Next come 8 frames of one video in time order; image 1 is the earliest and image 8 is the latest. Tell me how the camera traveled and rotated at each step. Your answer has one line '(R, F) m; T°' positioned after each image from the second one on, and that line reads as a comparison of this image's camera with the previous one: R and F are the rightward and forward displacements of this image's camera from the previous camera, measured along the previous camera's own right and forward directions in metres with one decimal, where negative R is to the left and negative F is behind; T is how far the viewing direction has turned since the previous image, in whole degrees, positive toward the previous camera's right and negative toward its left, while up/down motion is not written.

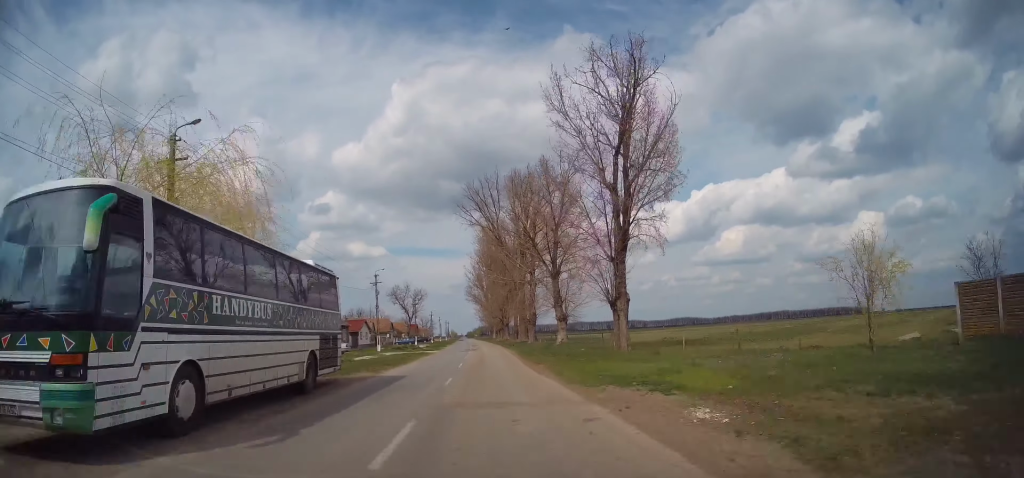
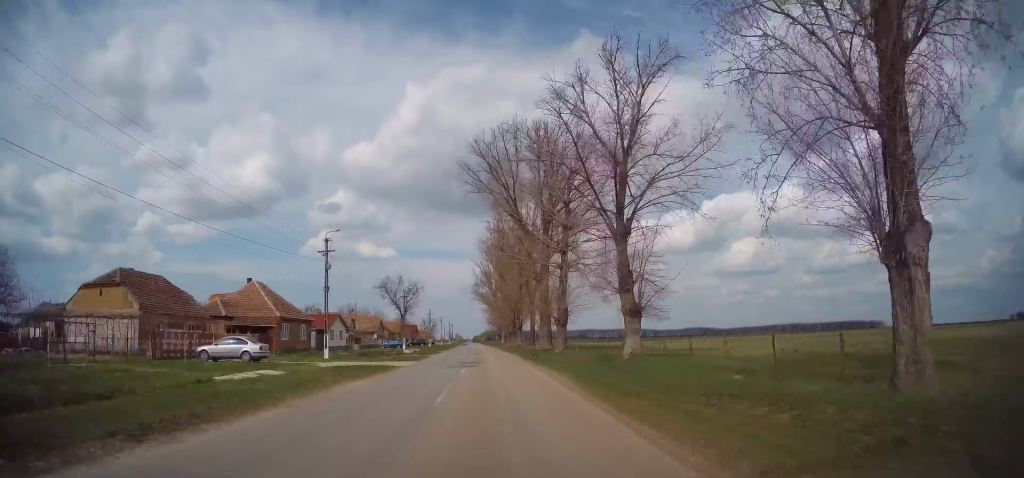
(-0.1, +21.0) m; 0°
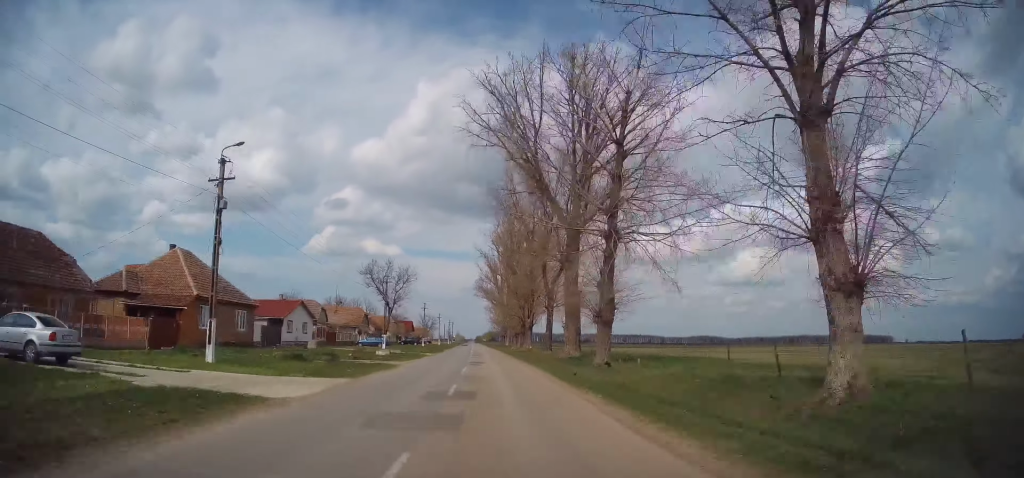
(0.0, +16.3) m; +1°
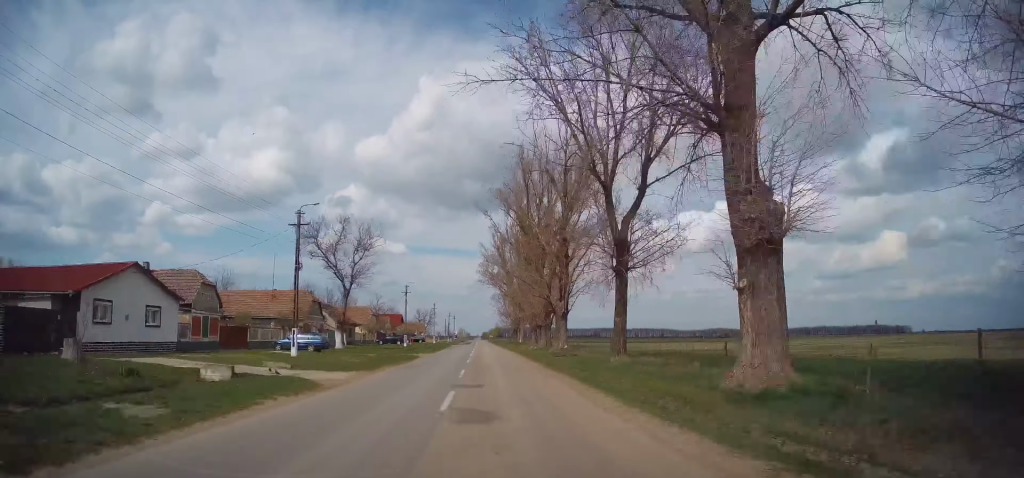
(+0.4, +29.3) m; 0°
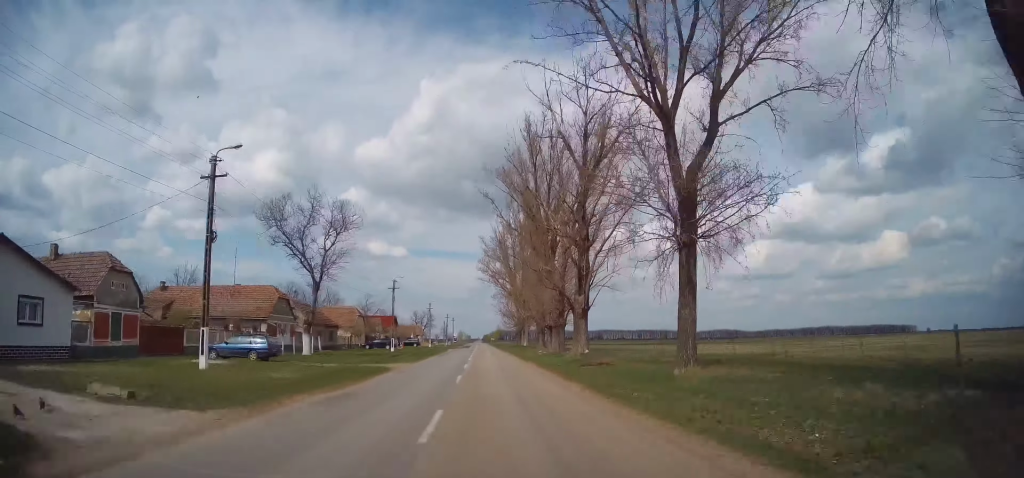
(-0.1, +10.1) m; -1°
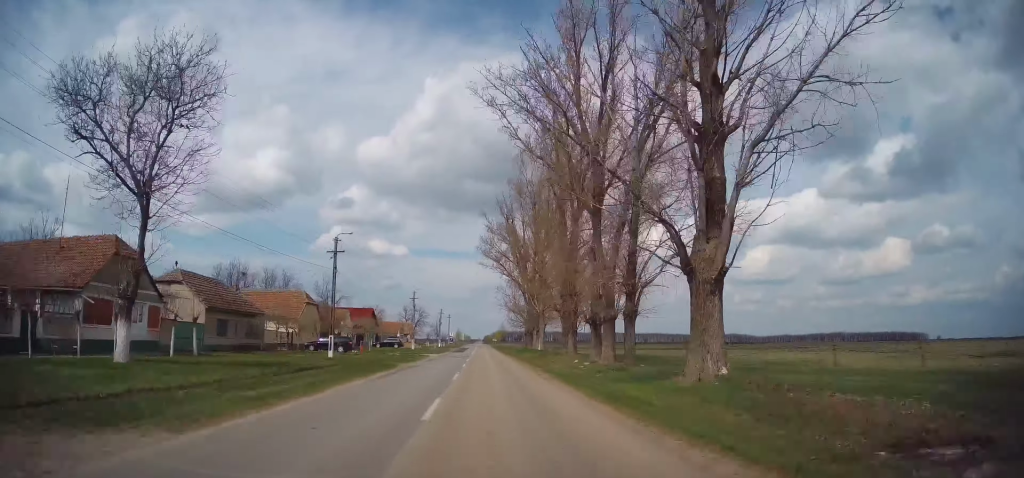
(-0.5, +23.9) m; -1°
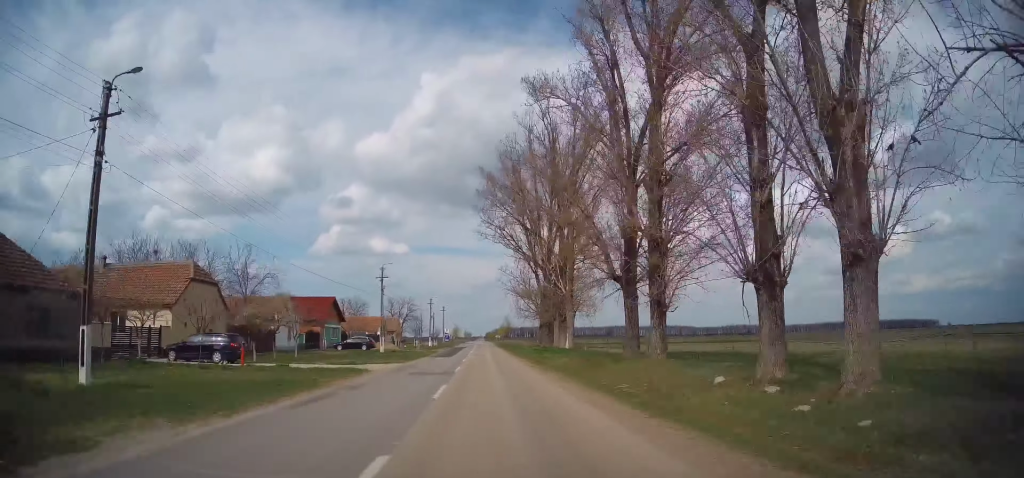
(0.0, +23.5) m; +1°
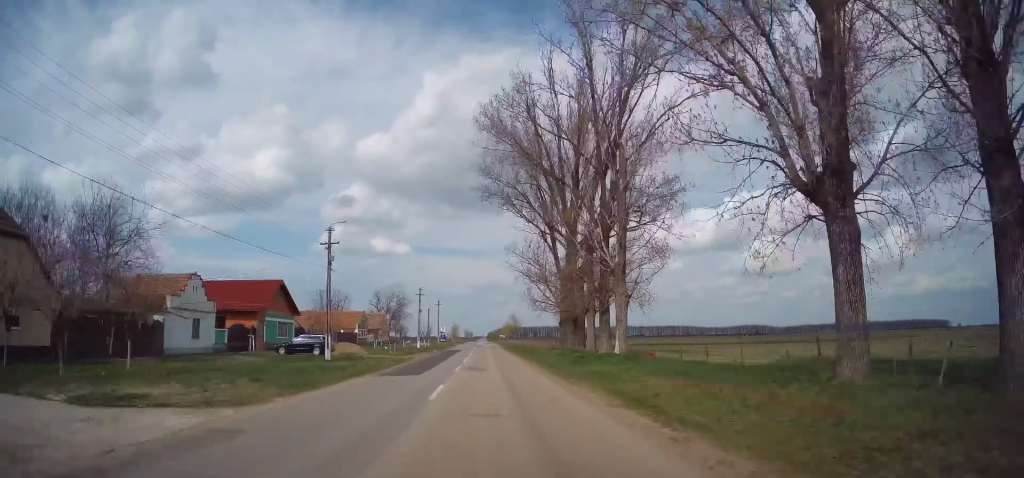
(+0.2, +18.5) m; 0°
